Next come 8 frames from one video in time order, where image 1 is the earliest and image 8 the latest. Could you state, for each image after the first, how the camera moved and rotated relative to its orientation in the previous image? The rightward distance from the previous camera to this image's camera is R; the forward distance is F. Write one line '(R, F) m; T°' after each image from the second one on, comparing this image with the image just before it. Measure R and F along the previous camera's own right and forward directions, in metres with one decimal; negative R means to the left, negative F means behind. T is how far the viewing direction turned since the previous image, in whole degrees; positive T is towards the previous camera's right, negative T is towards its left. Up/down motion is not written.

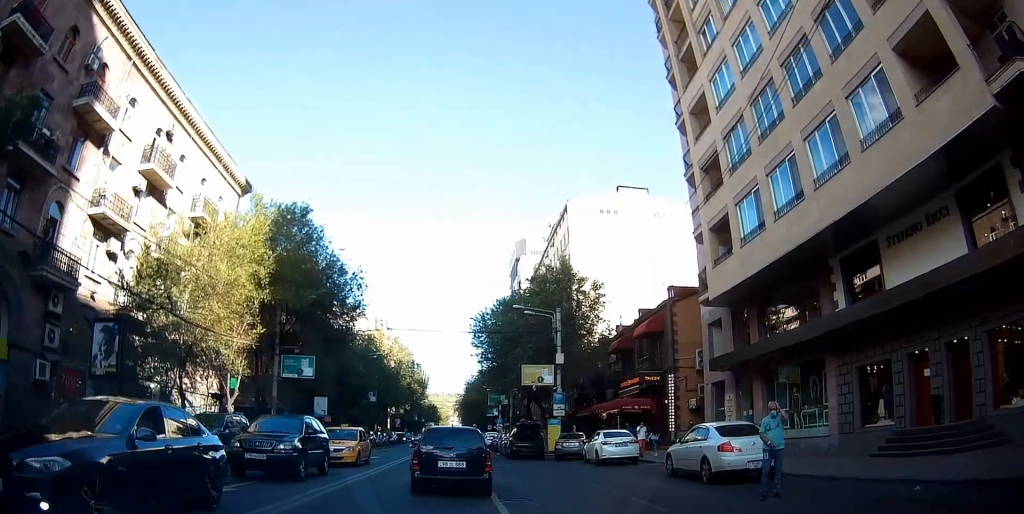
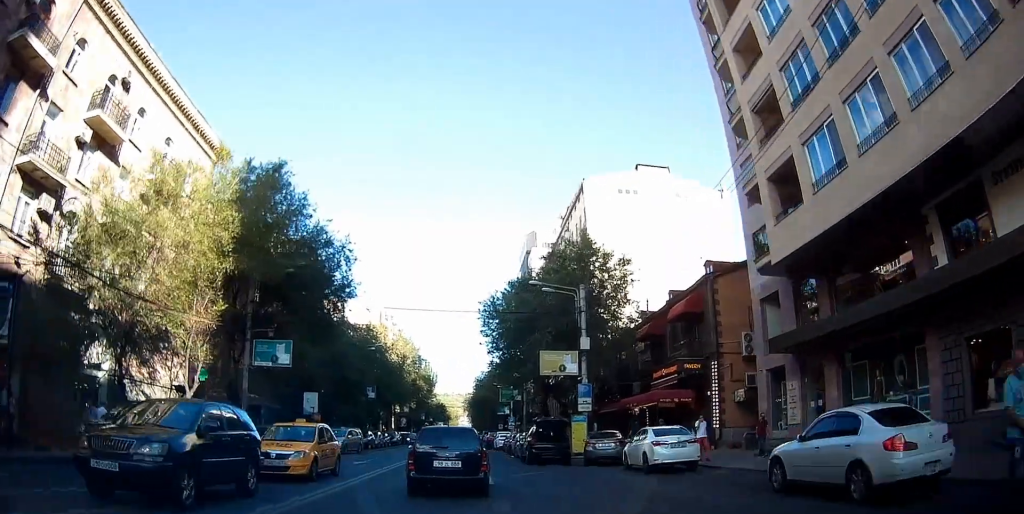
(-0.2, +6.3) m; -3°
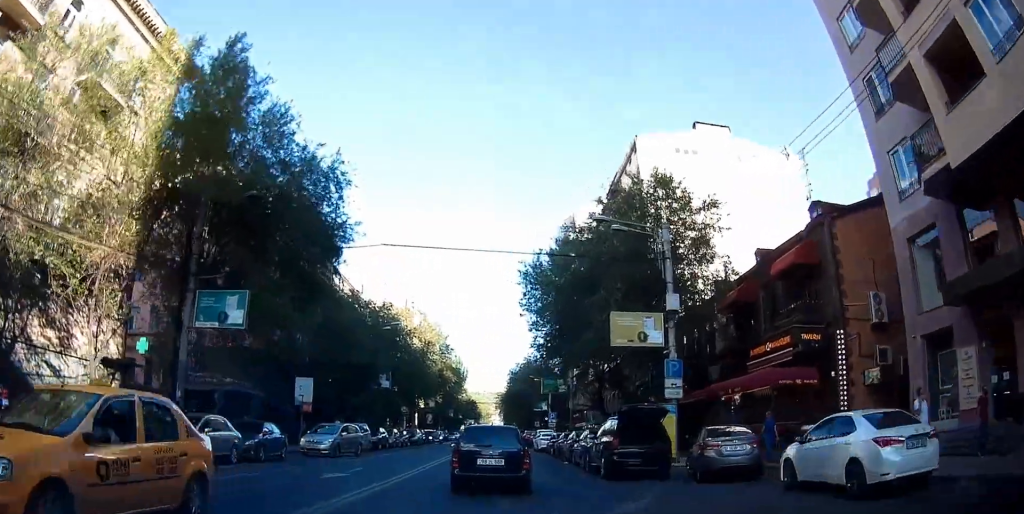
(-0.4, +10.6) m; -2°
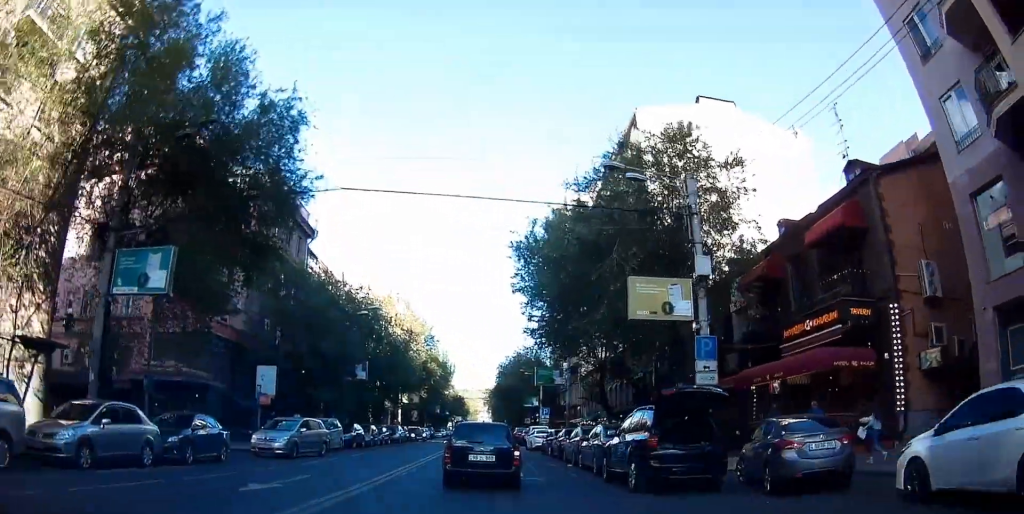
(-0.1, +5.0) m; 0°
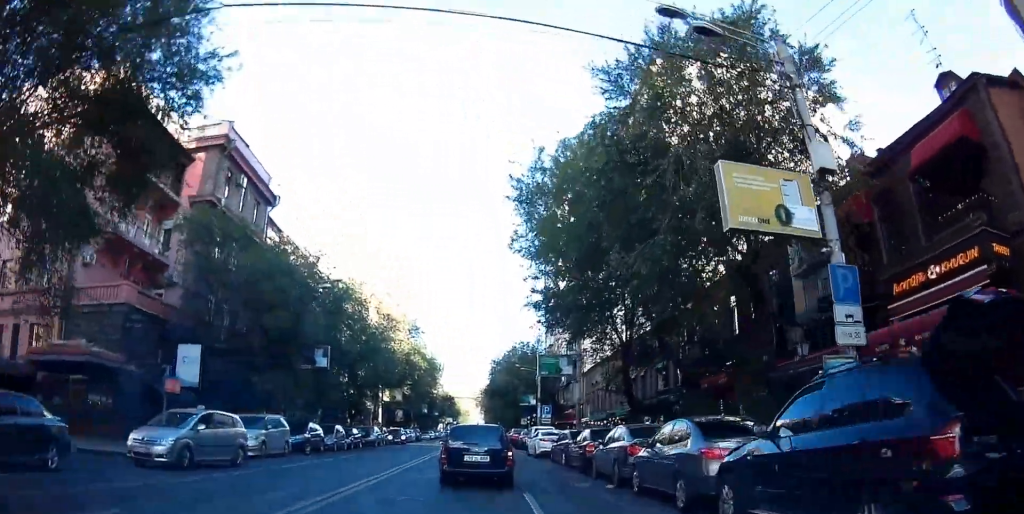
(+0.2, +8.9) m; +1°
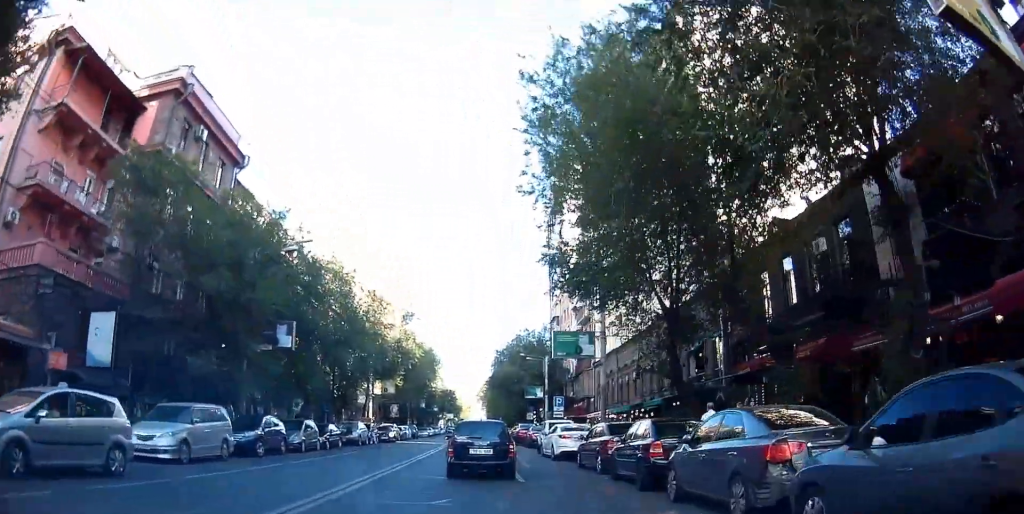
(0.0, +7.0) m; 0°
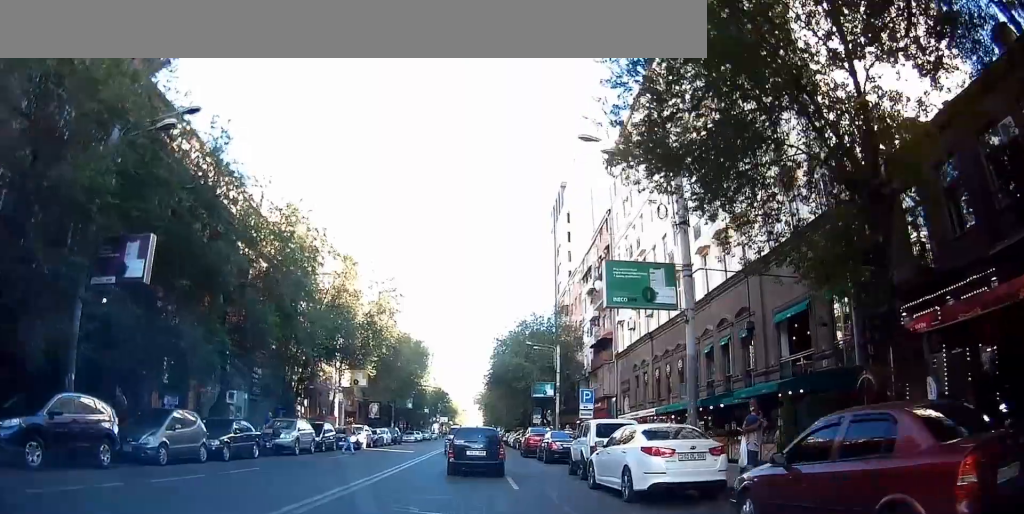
(-0.1, +13.0) m; +1°
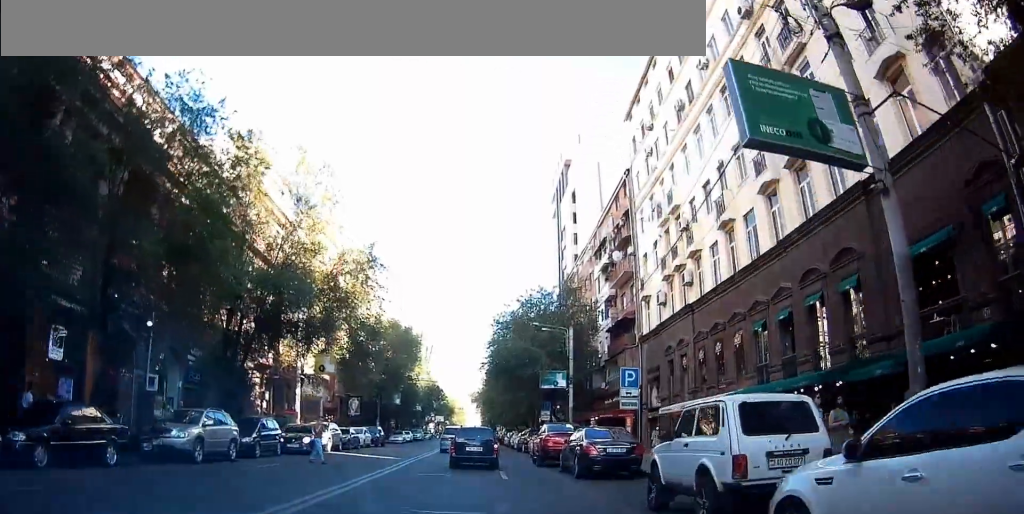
(+0.3, +9.5) m; +4°
